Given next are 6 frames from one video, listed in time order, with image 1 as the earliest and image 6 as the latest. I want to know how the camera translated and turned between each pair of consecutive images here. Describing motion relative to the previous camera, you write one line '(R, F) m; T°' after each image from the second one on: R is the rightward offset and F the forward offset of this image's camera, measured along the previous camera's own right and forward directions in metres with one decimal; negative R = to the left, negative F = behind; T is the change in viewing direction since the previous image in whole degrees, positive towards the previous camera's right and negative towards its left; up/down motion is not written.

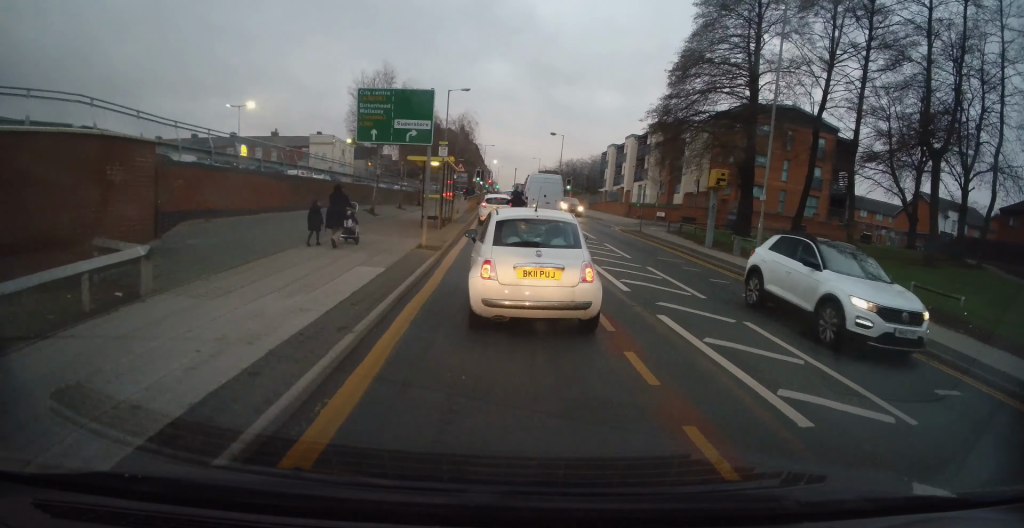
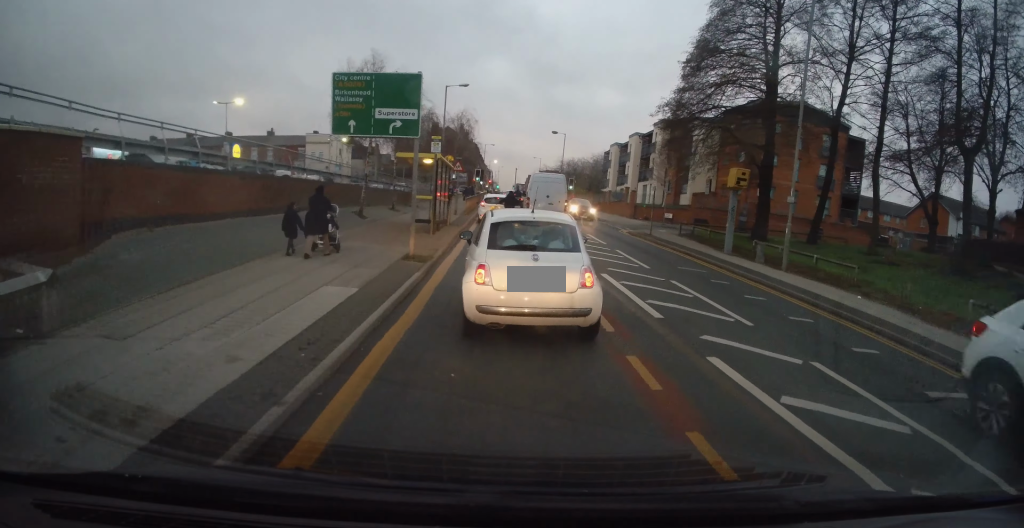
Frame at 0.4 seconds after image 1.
(-0.1, +2.1) m; 0°
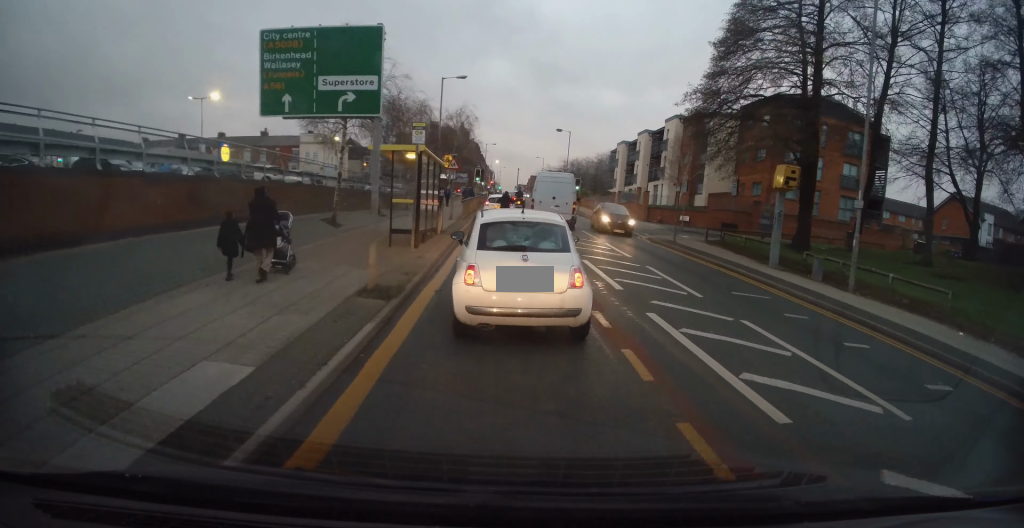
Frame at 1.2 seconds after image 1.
(+0.2, +3.7) m; +5°
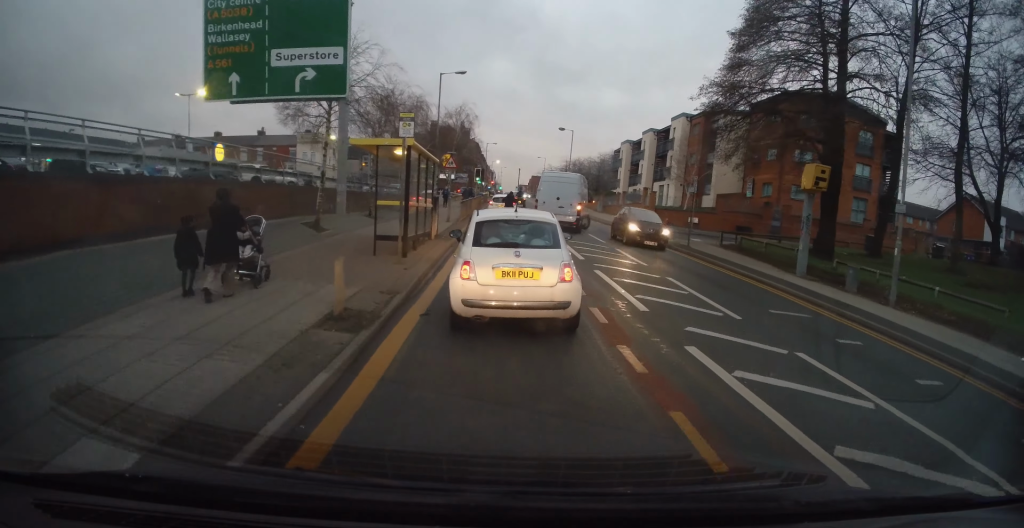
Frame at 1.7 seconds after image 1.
(+0.1, +1.9) m; -1°
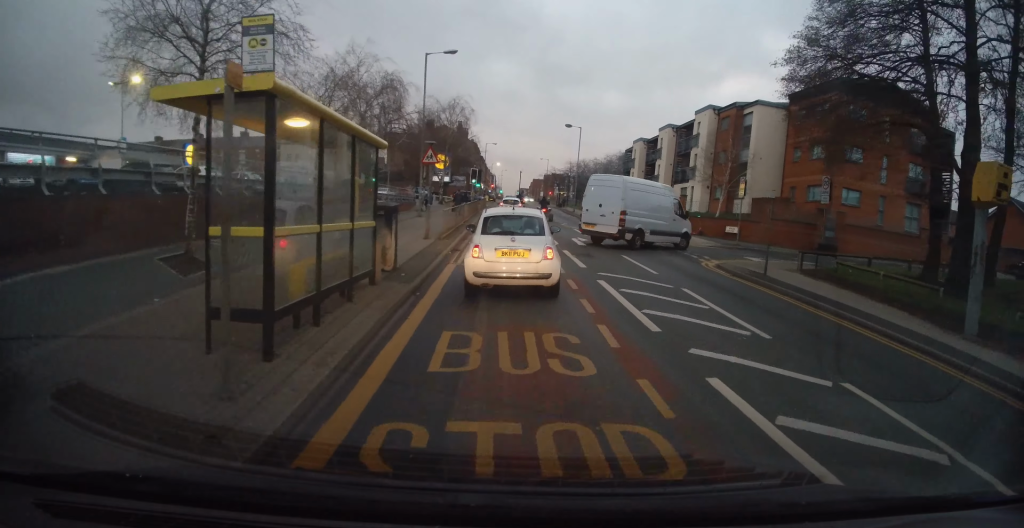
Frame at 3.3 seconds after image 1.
(-0.6, +7.1) m; -9°
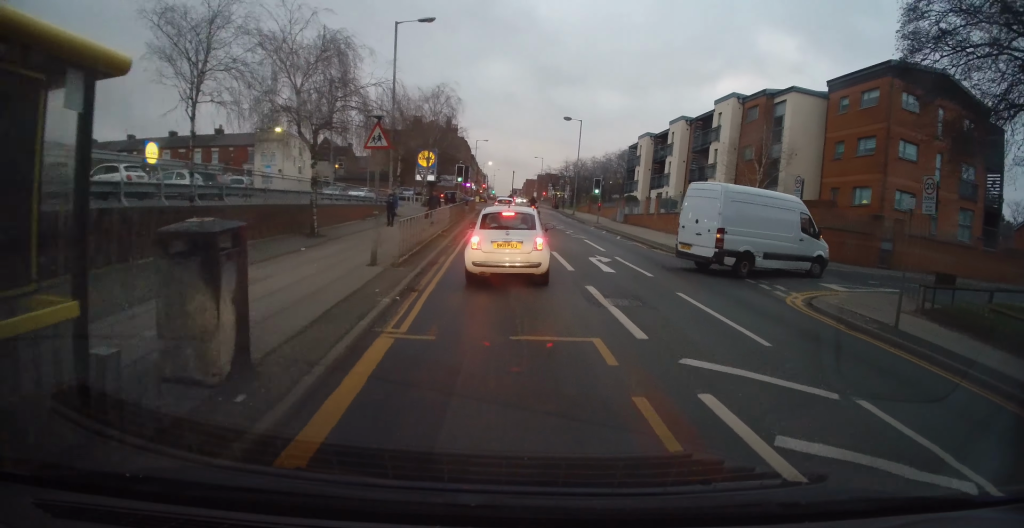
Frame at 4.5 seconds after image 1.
(+0.4, +6.3) m; +7°
